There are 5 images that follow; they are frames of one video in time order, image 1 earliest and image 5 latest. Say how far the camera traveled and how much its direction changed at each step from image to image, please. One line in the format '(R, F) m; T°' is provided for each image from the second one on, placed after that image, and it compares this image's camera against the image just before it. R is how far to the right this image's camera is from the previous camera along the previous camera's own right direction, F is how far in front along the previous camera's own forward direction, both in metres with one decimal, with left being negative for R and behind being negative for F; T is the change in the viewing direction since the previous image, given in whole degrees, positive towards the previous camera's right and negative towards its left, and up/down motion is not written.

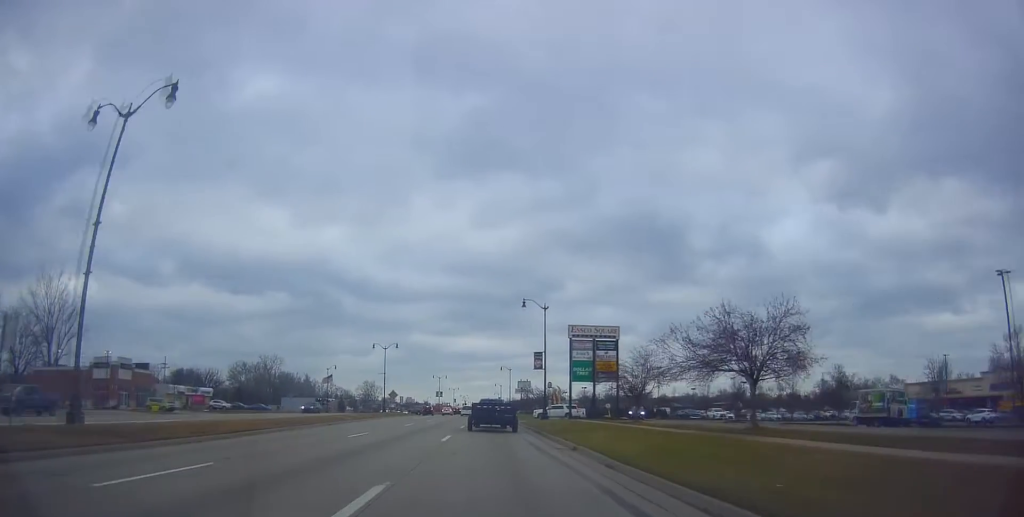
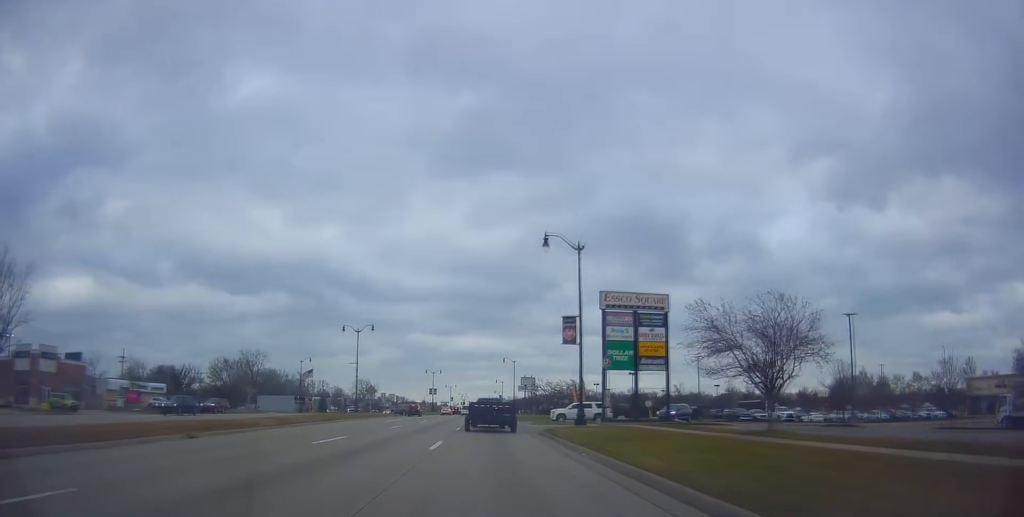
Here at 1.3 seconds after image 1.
(-0.1, +19.4) m; +1°
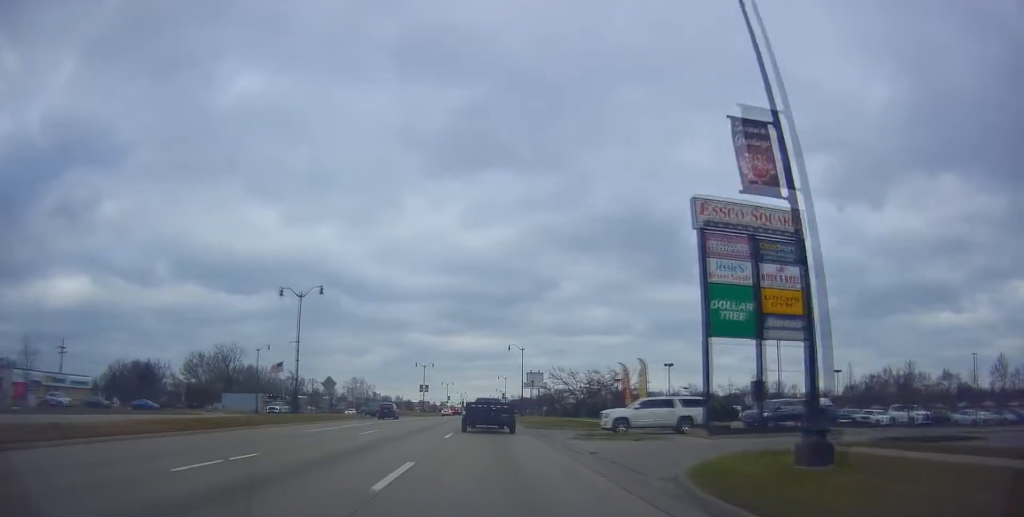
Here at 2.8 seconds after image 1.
(+0.3, +23.0) m; +1°
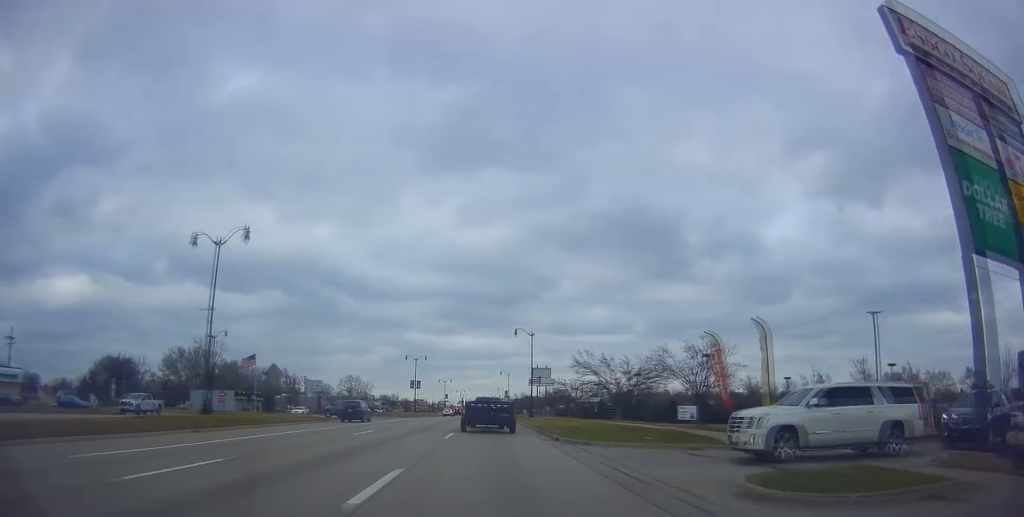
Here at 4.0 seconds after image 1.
(0.0, +16.6) m; 0°
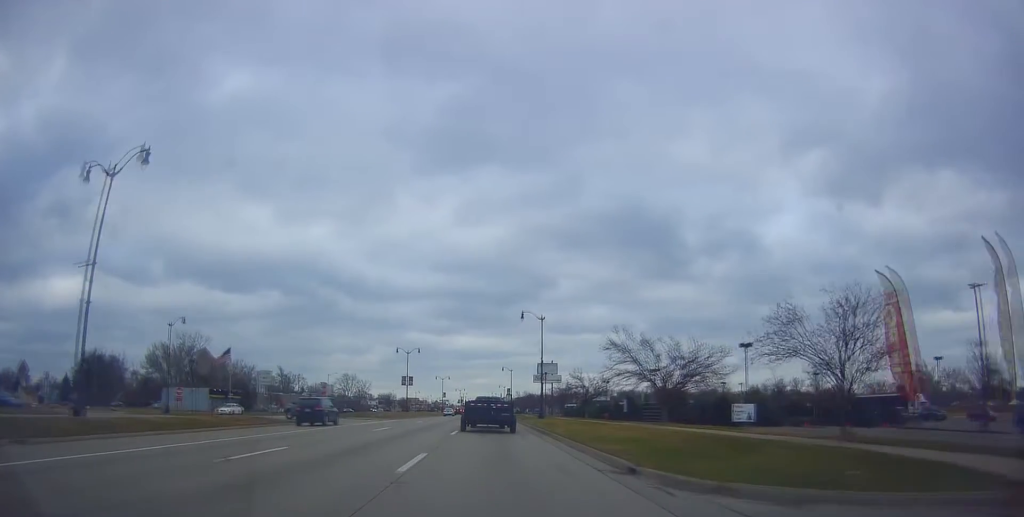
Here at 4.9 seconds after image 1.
(0.0, +12.2) m; 0°
